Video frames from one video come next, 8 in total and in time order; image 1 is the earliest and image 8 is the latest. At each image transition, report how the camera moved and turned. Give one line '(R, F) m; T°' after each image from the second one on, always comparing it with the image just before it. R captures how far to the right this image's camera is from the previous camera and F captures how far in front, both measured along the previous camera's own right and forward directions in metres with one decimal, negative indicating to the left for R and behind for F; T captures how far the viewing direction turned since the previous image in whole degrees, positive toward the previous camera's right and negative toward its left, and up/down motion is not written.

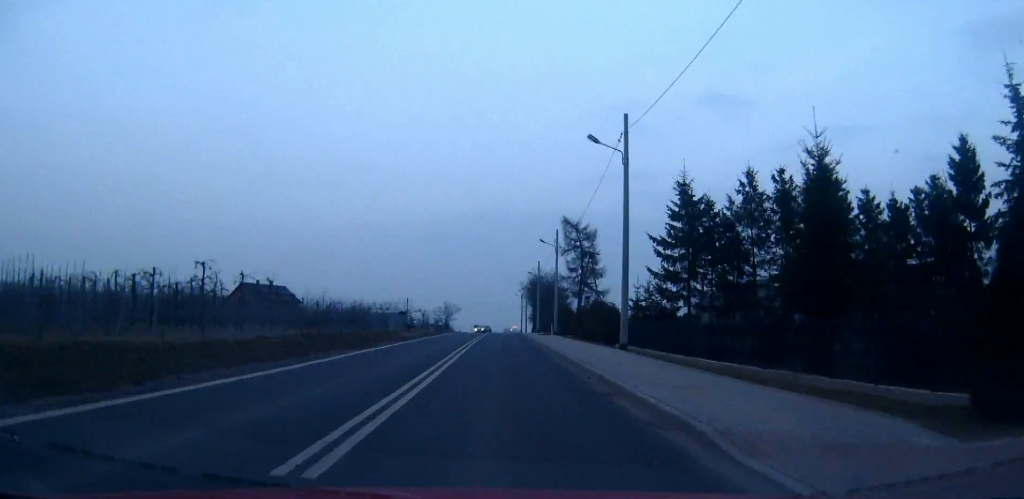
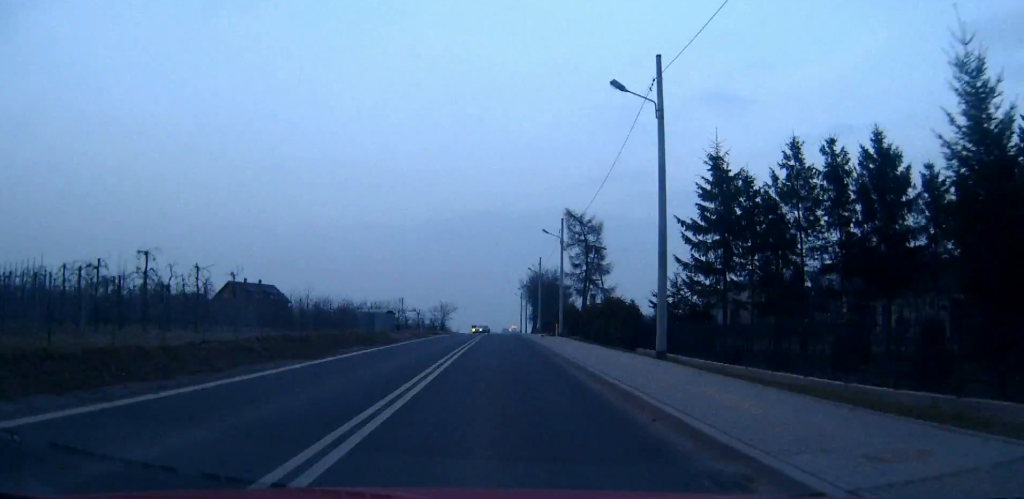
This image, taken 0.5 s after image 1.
(0.0, +6.9) m; 0°
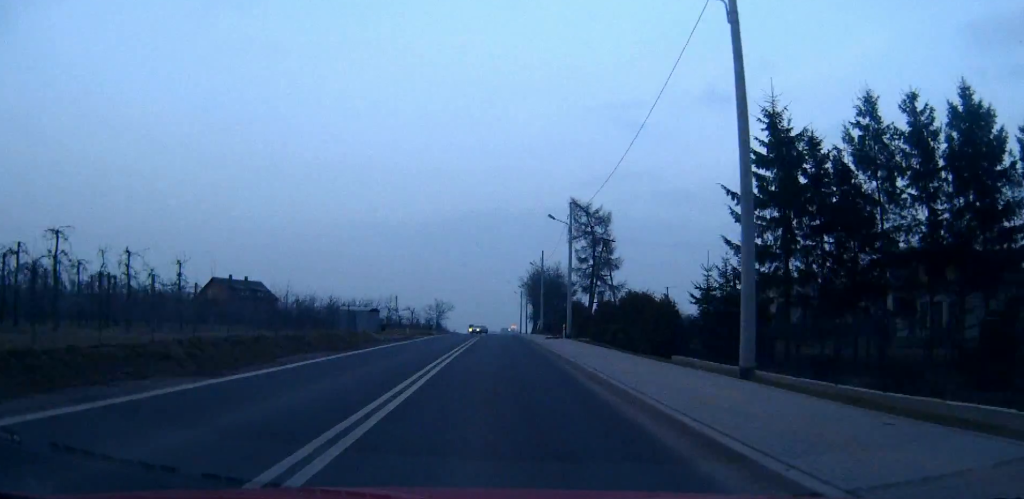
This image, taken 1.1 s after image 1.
(0.0, +7.9) m; 0°
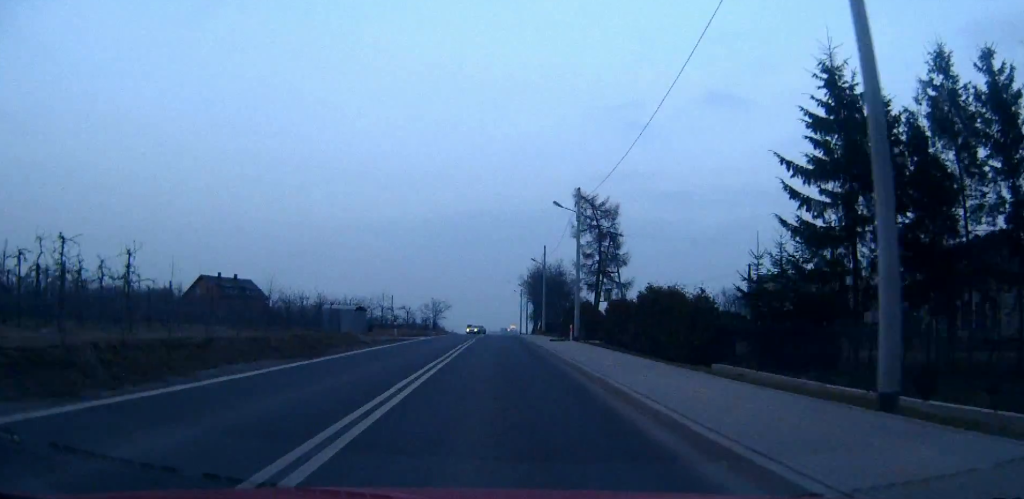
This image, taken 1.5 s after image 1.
(0.0, +5.6) m; 0°
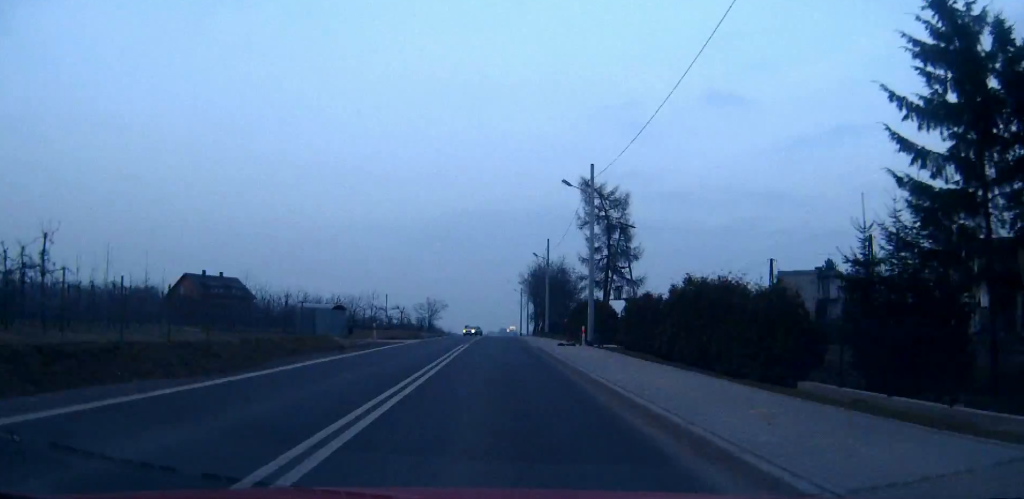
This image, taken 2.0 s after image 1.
(0.0, +7.0) m; 0°
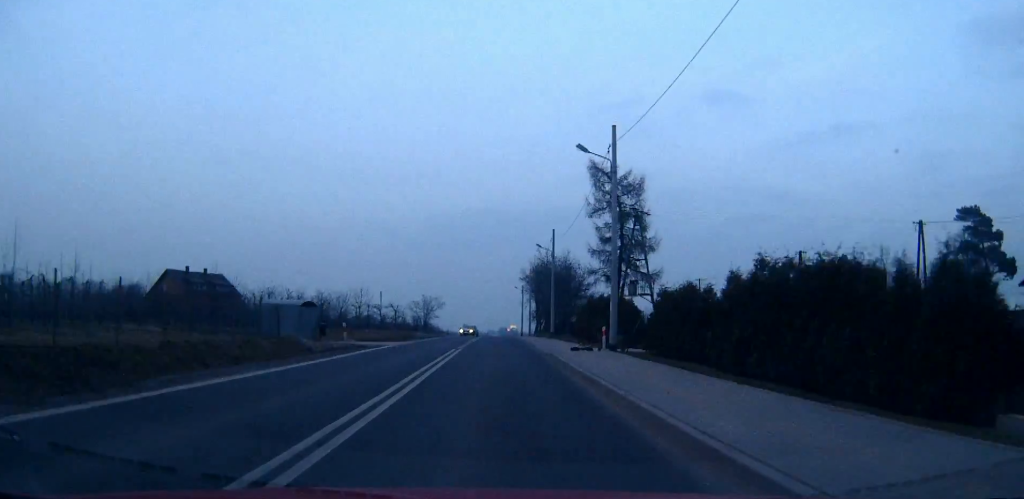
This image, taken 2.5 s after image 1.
(0.0, +7.4) m; 0°
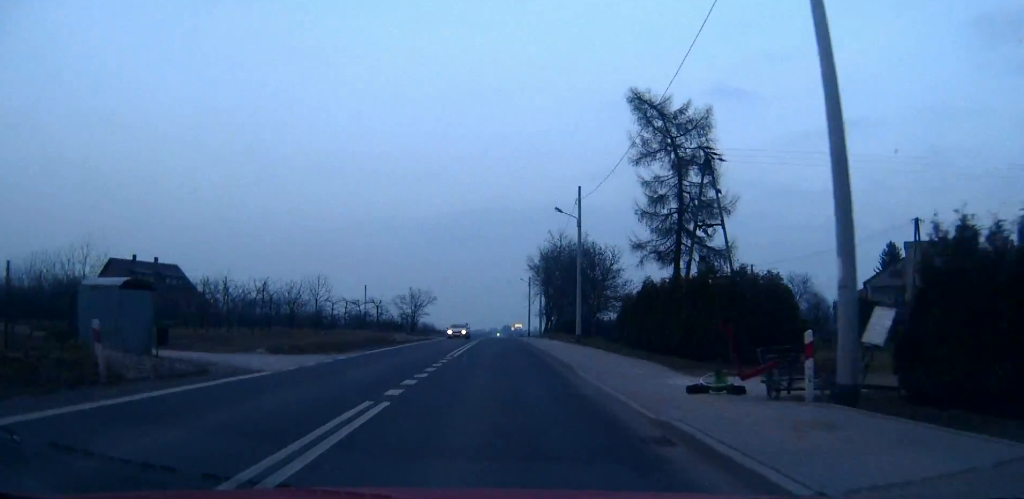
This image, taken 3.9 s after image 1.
(0.0, +20.1) m; 0°
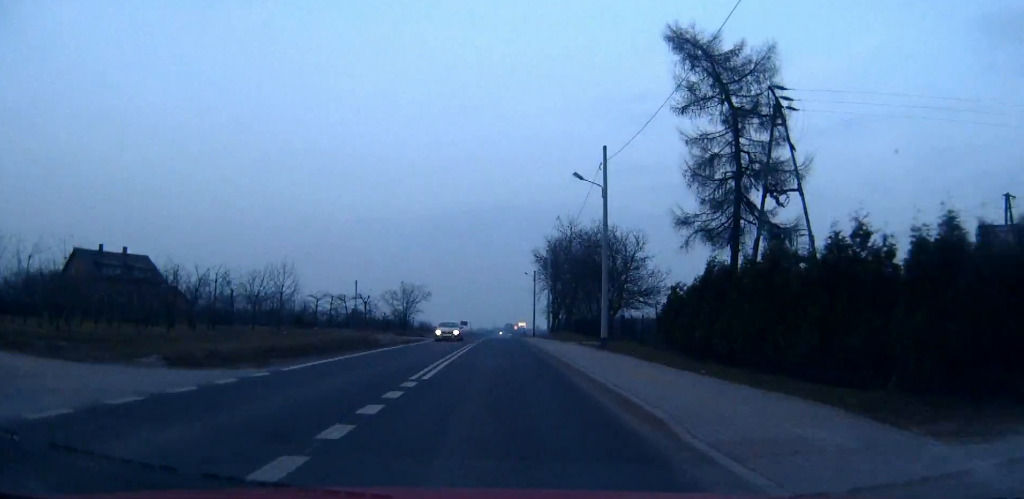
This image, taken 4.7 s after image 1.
(0.0, +10.3) m; 0°
